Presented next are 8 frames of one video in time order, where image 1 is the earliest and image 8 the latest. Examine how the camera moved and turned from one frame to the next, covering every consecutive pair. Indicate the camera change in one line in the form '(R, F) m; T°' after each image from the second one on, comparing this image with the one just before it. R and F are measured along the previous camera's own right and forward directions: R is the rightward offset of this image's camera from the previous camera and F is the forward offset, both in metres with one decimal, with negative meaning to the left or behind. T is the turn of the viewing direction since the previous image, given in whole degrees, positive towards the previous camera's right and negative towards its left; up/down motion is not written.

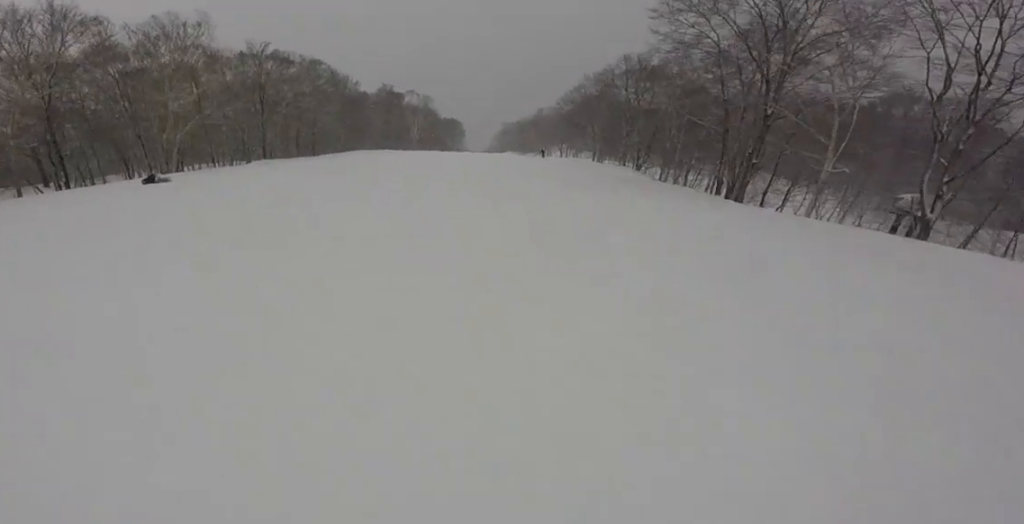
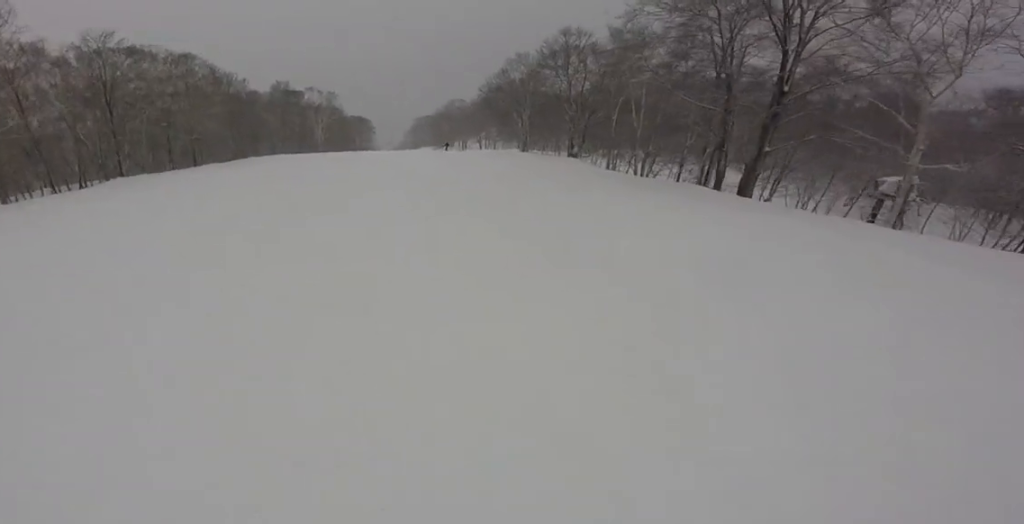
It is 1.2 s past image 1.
(-0.4, +8.3) m; -5°
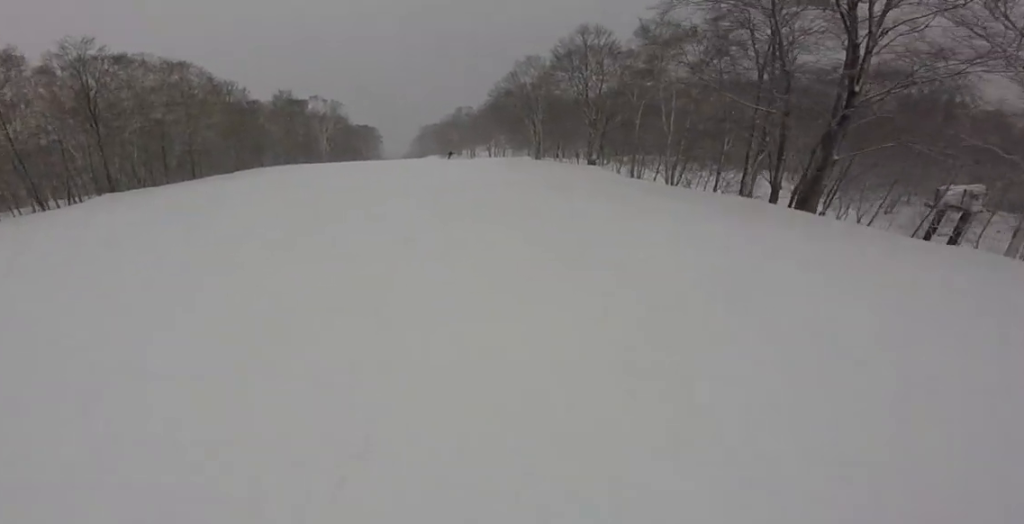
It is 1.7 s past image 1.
(-0.1, +3.2) m; 0°
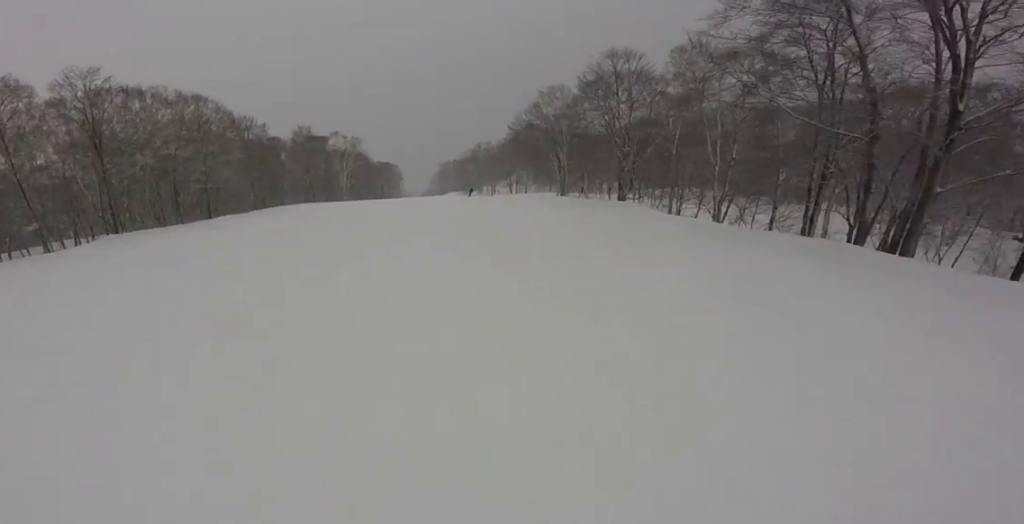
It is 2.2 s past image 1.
(0.0, +3.4) m; +2°
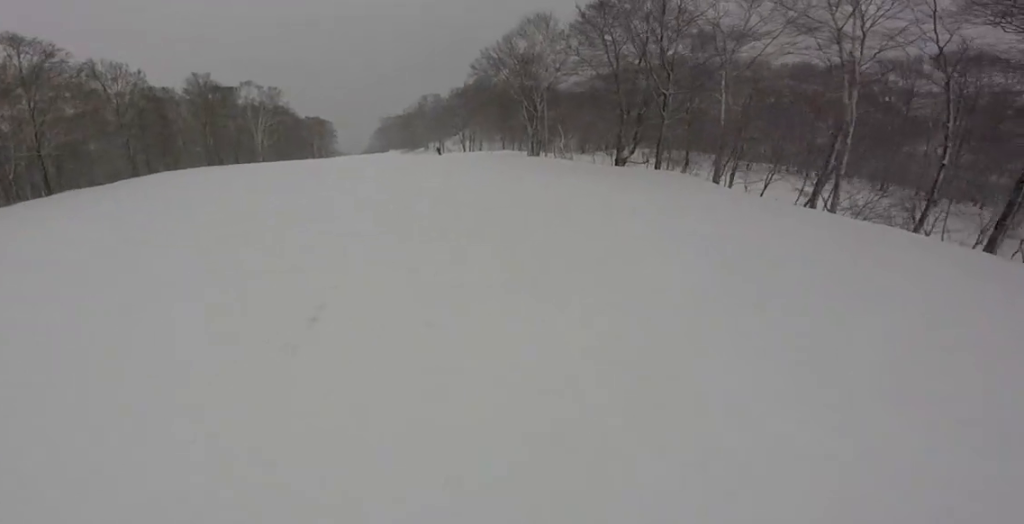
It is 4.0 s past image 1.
(+1.0, +12.9) m; +1°
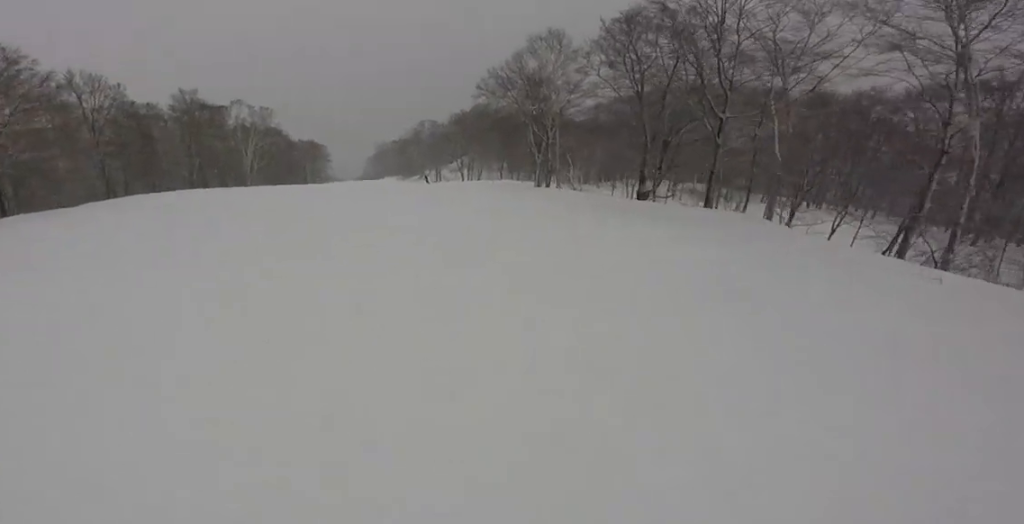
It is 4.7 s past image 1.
(-0.1, +4.6) m; -4°
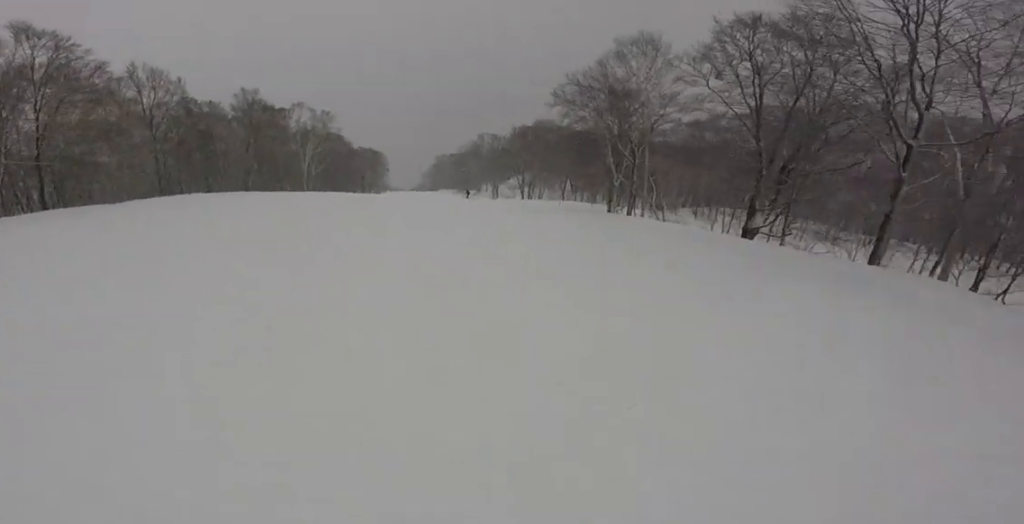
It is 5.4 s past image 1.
(-0.6, +4.6) m; -1°
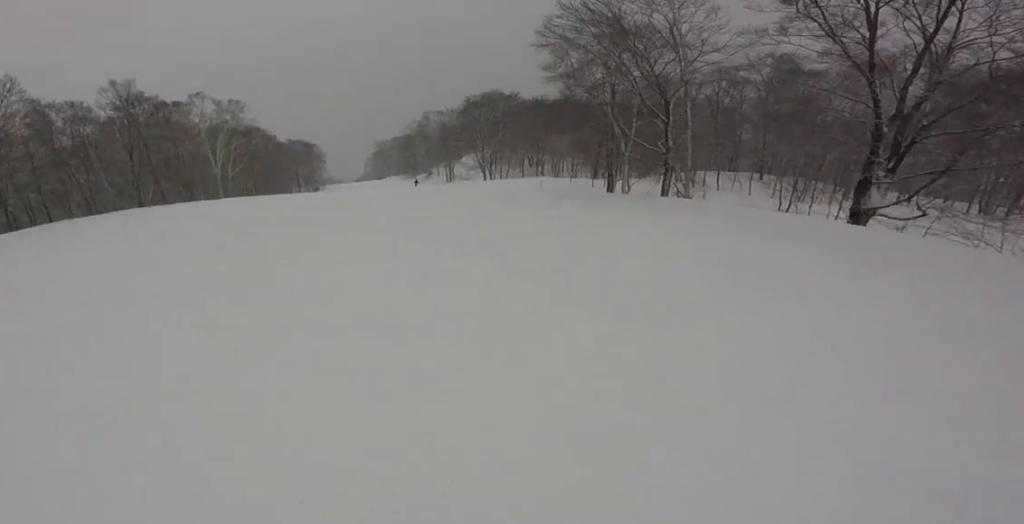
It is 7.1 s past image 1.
(+1.4, +11.5) m; +9°
